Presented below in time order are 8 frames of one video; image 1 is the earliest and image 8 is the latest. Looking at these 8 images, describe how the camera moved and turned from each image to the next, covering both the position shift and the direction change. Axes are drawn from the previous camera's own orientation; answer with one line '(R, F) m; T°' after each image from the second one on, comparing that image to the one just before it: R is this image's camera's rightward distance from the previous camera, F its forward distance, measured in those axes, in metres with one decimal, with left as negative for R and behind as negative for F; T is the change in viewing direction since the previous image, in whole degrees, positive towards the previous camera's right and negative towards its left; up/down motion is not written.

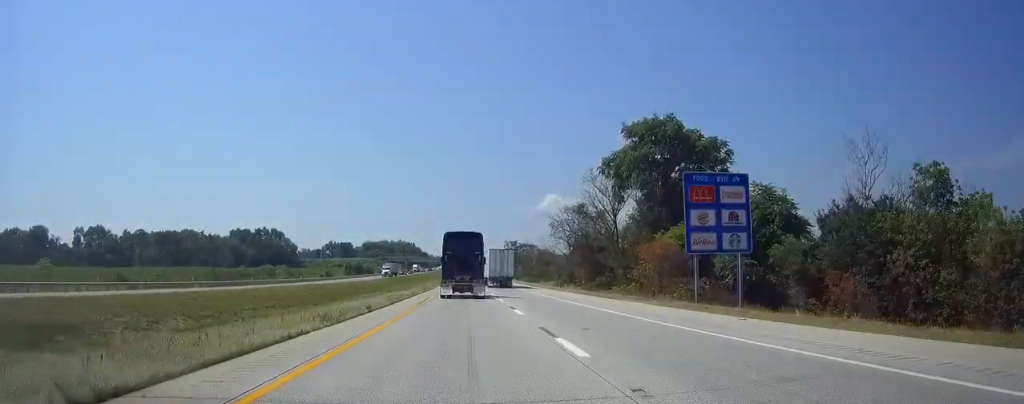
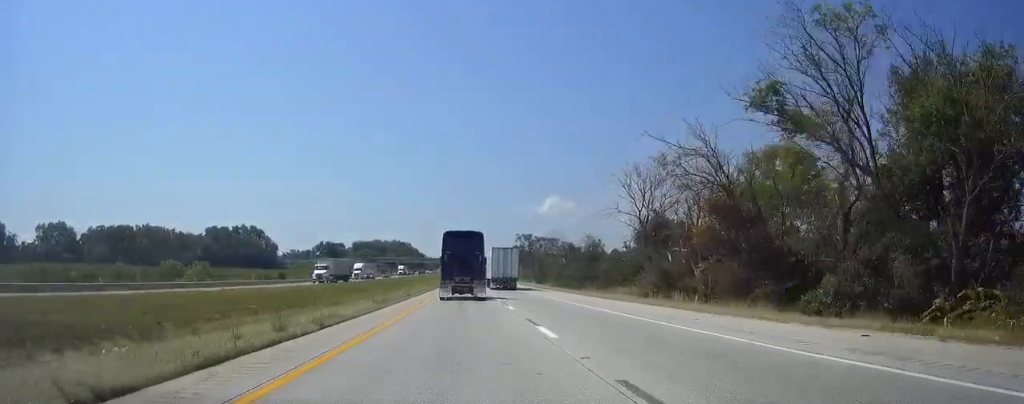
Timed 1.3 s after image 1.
(0.0, +45.7) m; 0°
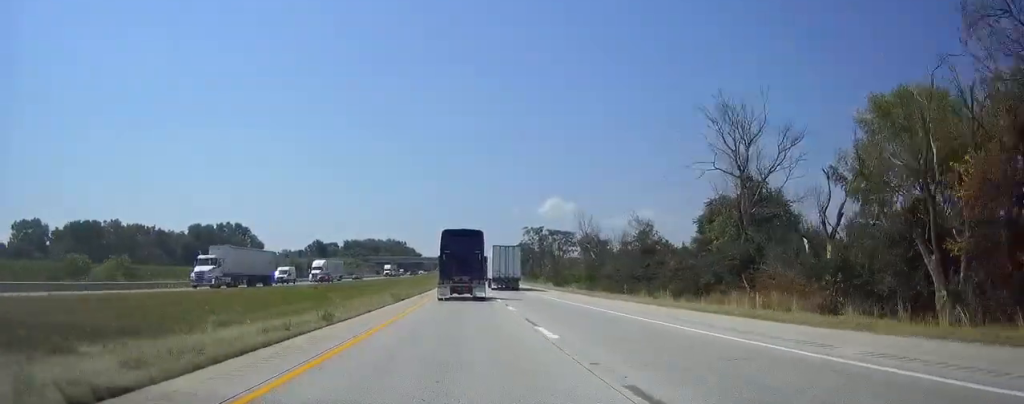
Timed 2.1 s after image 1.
(0.0, +25.1) m; 0°
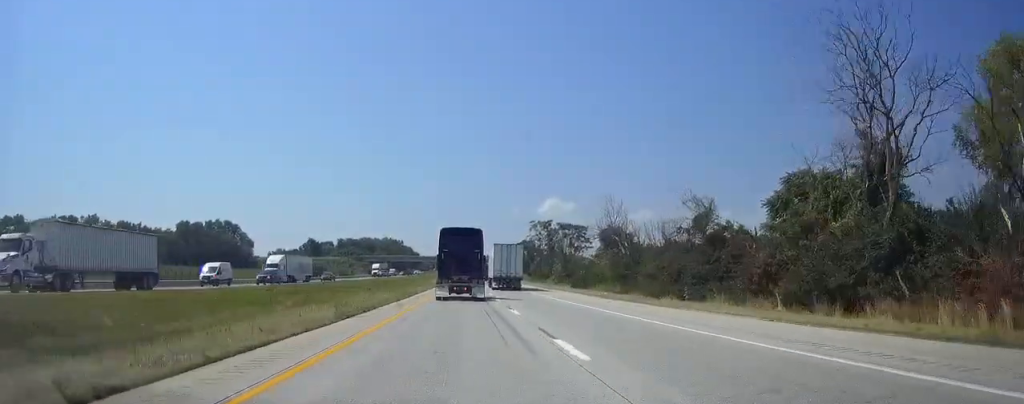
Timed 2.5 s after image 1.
(0.0, +15.9) m; 0°
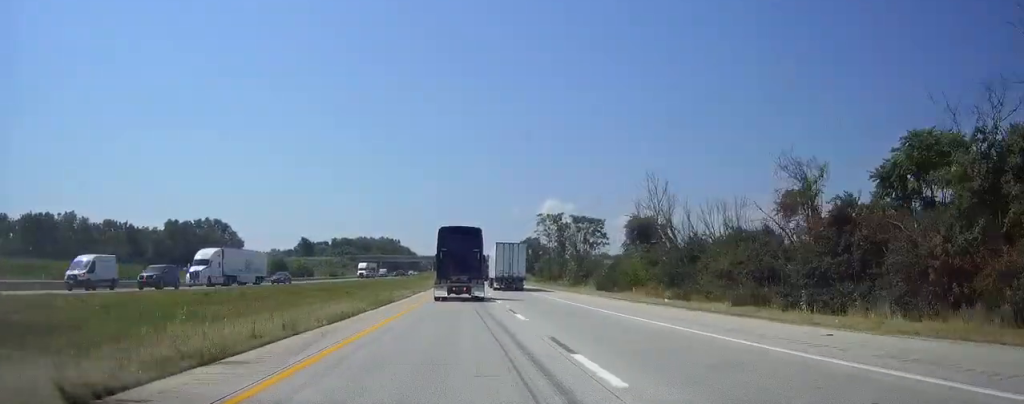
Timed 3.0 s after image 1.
(0.0, +14.7) m; 0°
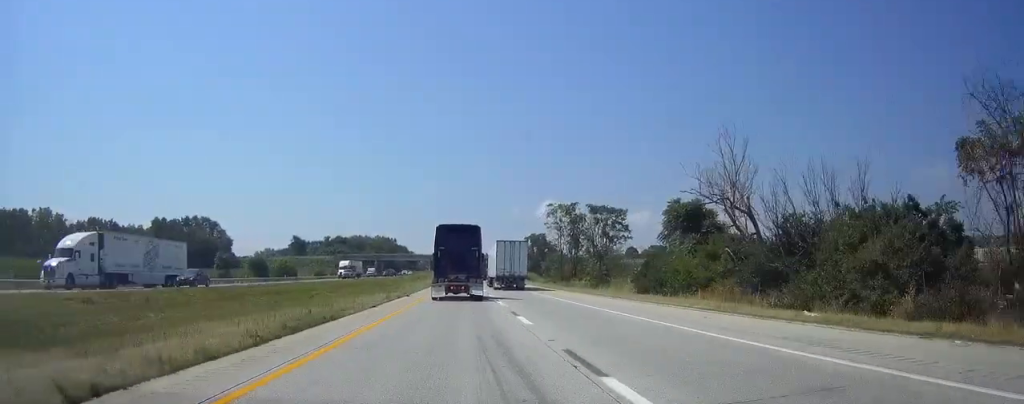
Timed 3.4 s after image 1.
(0.0, +14.6) m; 0°
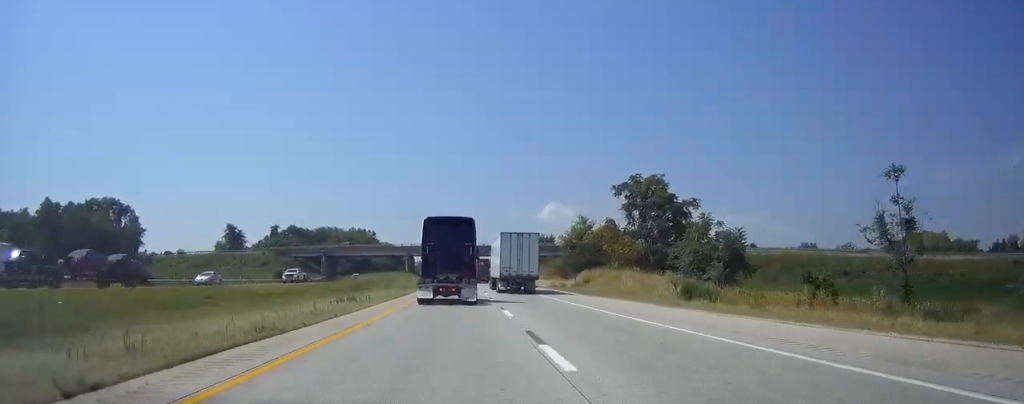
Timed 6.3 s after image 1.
(-0.1, +95.2) m; 0°
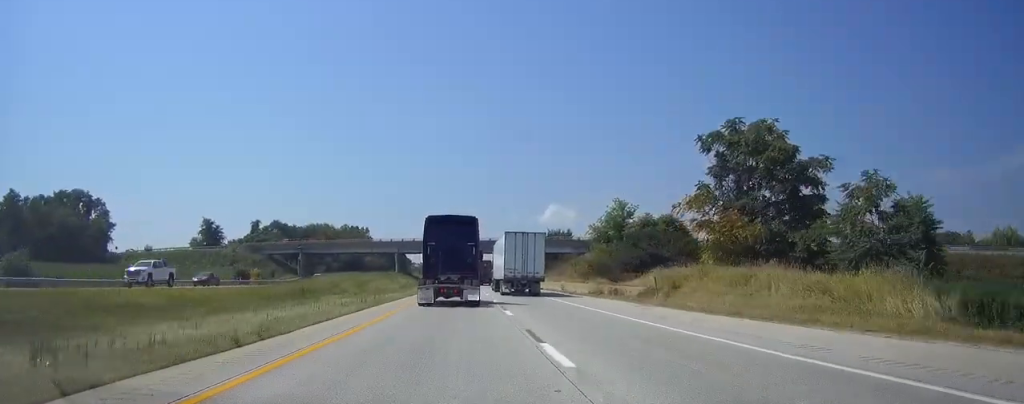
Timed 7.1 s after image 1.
(0.0, +24.2) m; 0°
